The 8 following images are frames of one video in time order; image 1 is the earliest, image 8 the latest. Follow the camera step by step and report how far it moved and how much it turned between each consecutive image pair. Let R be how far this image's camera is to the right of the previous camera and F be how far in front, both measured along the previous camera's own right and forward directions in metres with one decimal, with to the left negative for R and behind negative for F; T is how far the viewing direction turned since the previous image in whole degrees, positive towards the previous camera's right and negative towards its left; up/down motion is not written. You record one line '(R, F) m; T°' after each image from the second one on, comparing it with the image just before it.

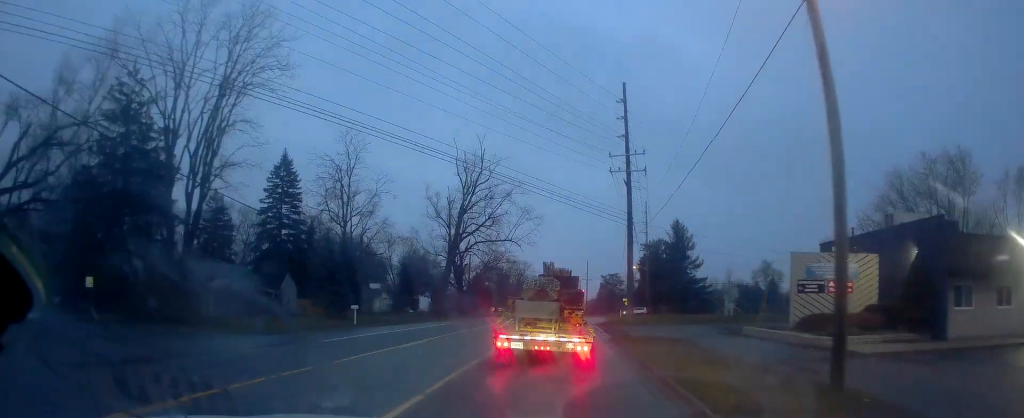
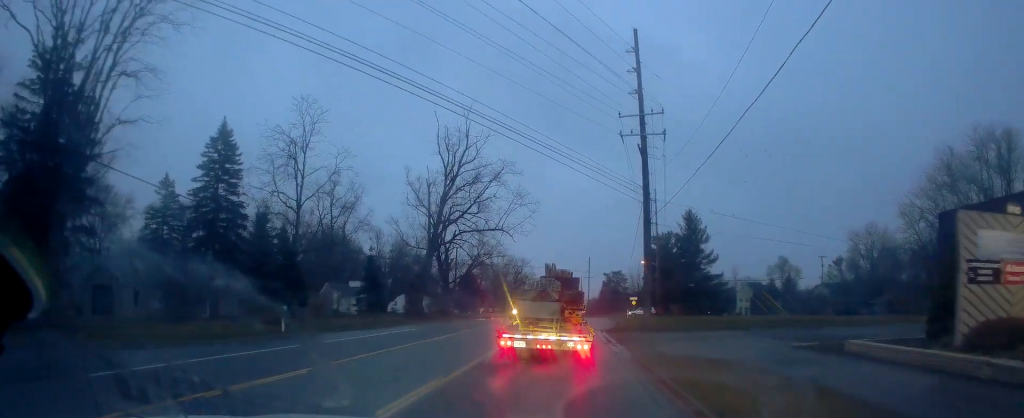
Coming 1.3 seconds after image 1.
(+0.1, +10.8) m; +2°
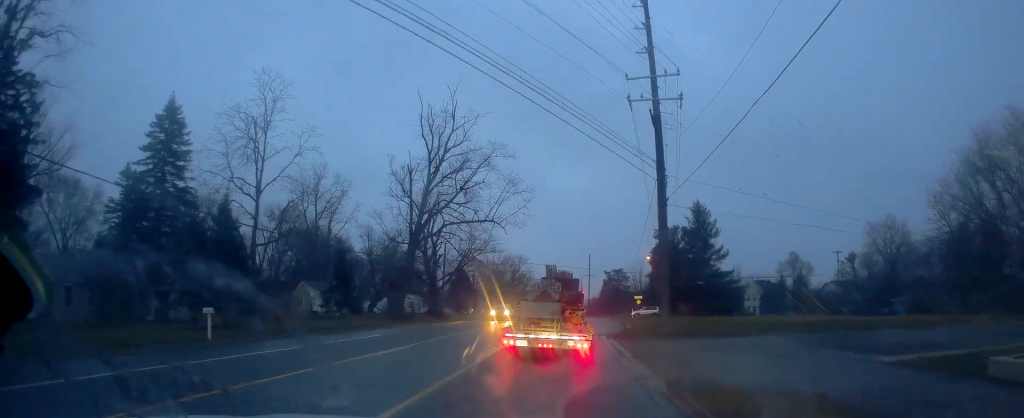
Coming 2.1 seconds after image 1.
(+0.1, +6.9) m; +1°
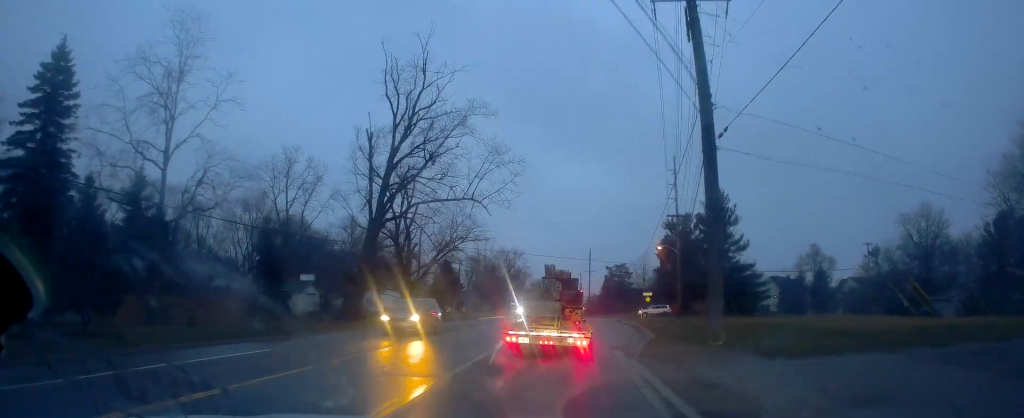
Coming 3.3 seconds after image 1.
(0.0, +11.2) m; 0°
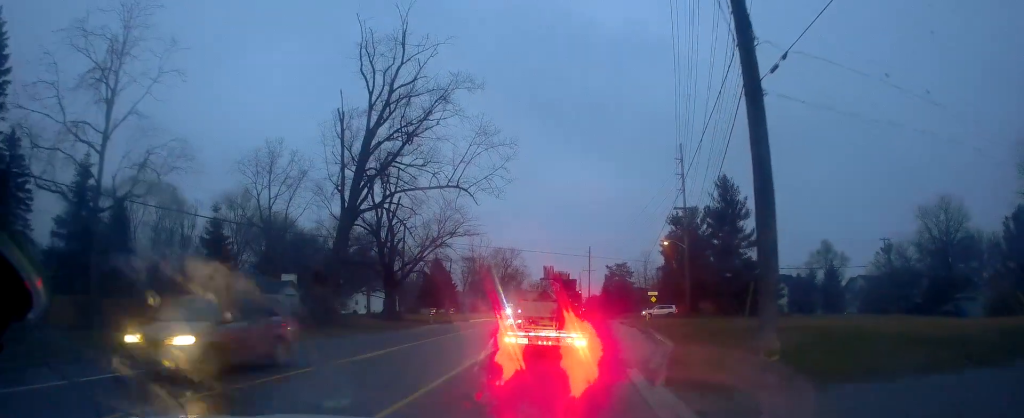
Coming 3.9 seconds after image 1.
(0.0, +5.5) m; 0°
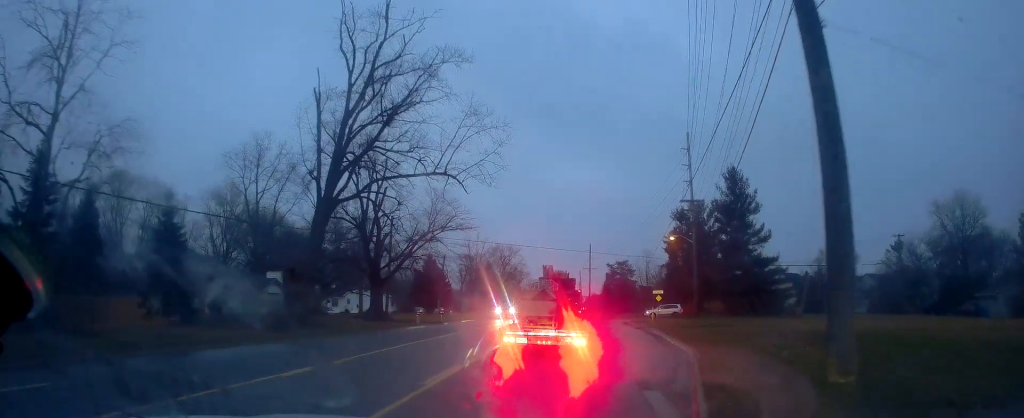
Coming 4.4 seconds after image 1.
(0.0, +4.0) m; 0°
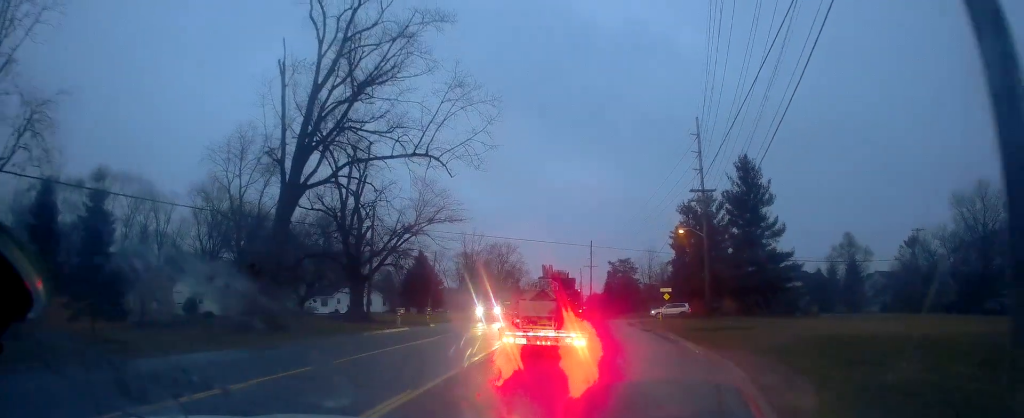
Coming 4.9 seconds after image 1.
(0.0, +5.0) m; 0°
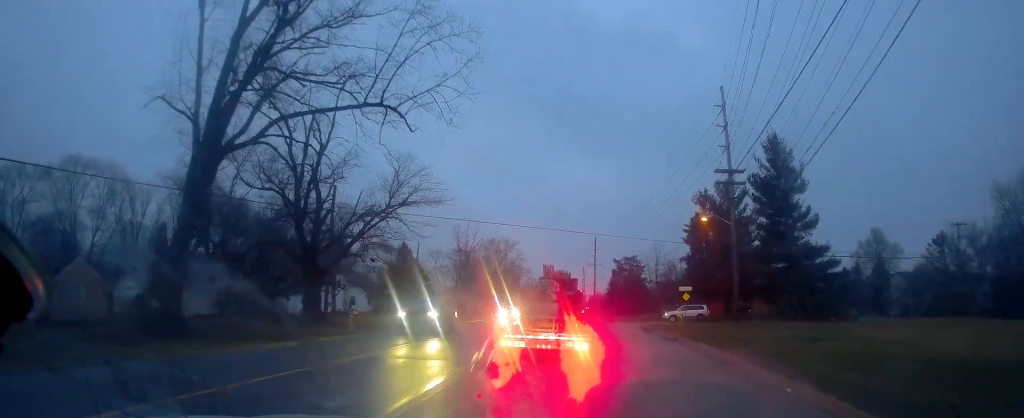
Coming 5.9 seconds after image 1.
(0.0, +8.9) m; 0°
